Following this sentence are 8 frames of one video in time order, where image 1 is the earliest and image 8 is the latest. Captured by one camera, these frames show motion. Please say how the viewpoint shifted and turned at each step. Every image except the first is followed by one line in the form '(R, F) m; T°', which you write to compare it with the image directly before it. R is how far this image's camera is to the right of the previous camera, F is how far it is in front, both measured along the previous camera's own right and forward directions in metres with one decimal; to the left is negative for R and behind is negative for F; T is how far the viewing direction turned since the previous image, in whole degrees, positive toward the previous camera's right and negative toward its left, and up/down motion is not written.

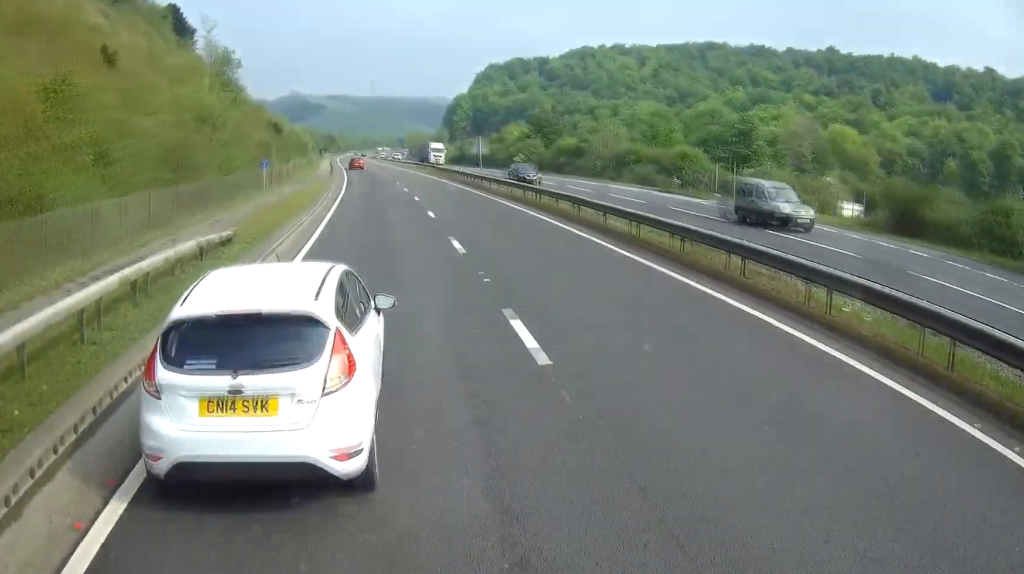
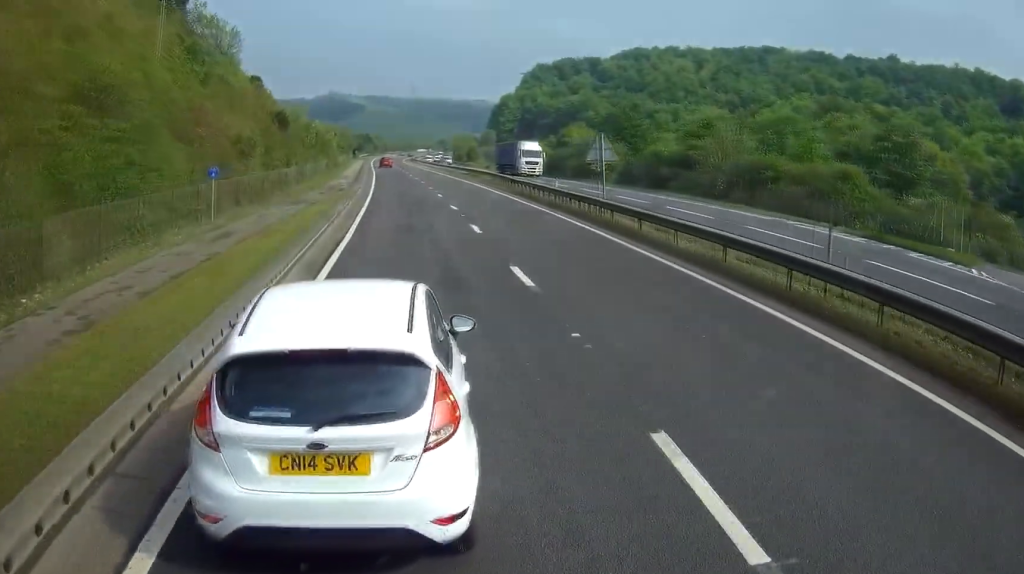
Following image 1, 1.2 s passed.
(-0.5, +21.7) m; -2°
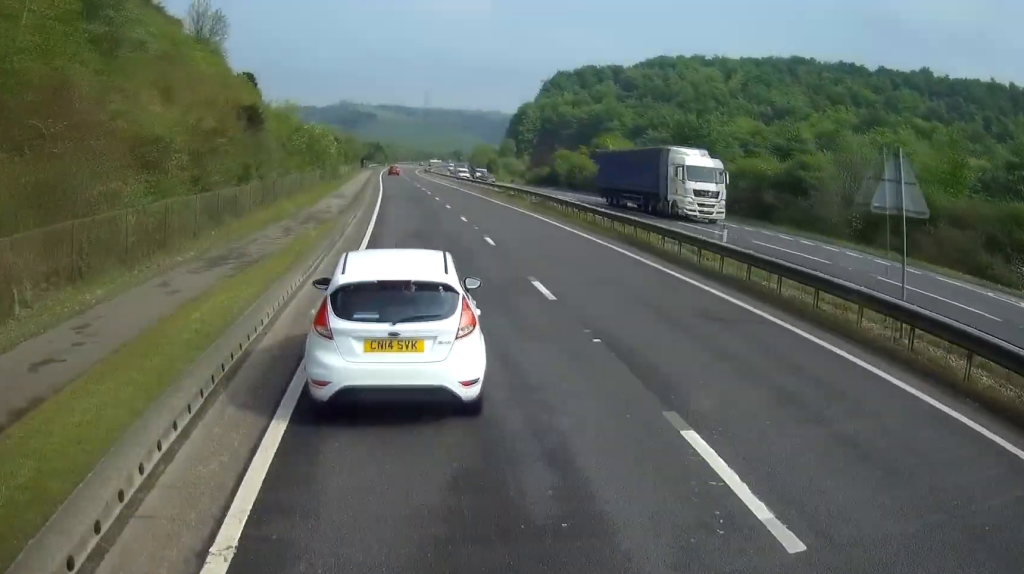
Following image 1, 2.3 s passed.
(0.0, +17.3) m; +1°
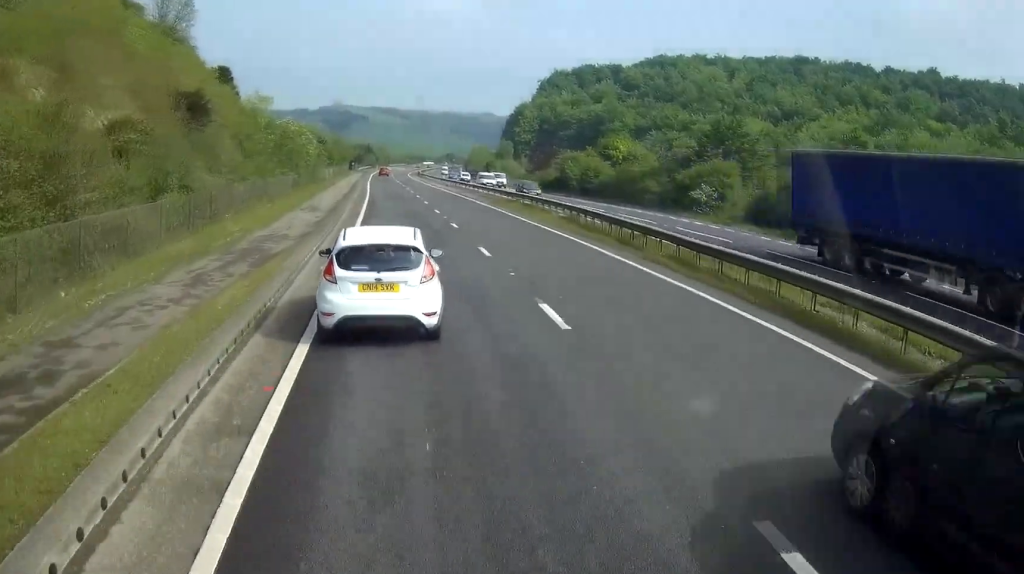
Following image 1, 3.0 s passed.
(+0.1, +10.9) m; 0°
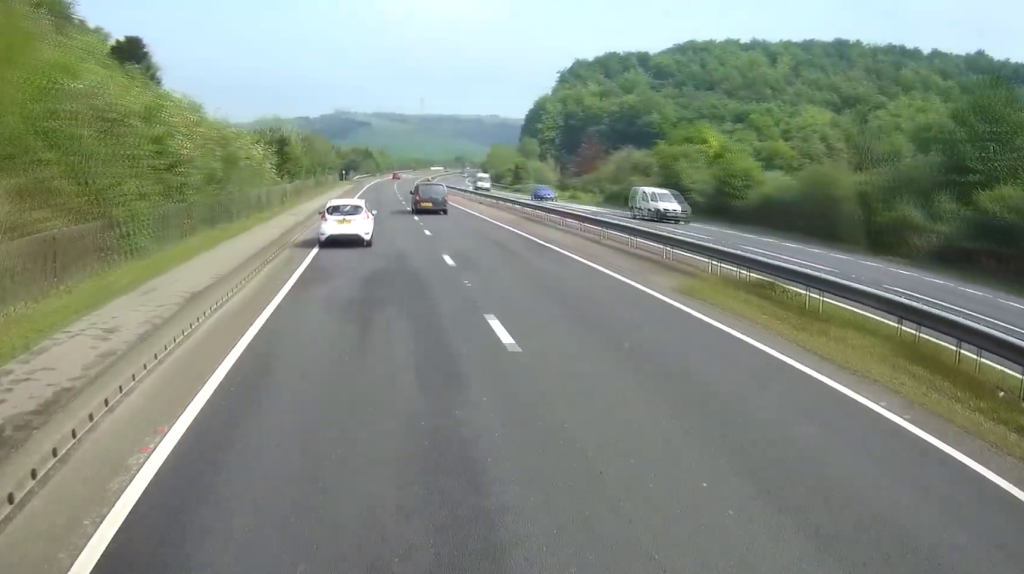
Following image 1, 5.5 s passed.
(-0.5, +36.5) m; -3°
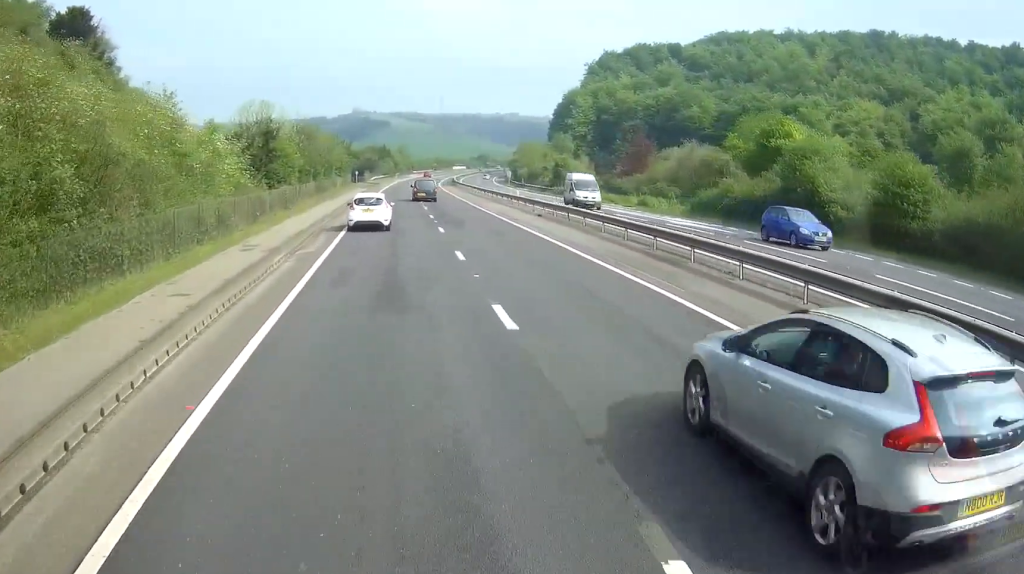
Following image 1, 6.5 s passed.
(-0.2, +16.9) m; -1°
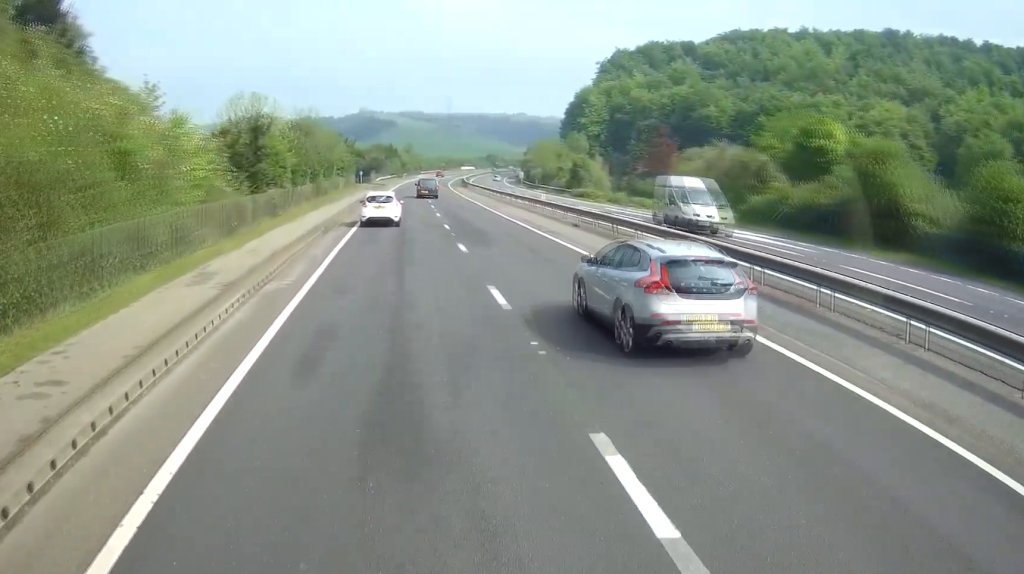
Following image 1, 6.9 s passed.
(0.0, +7.0) m; 0°
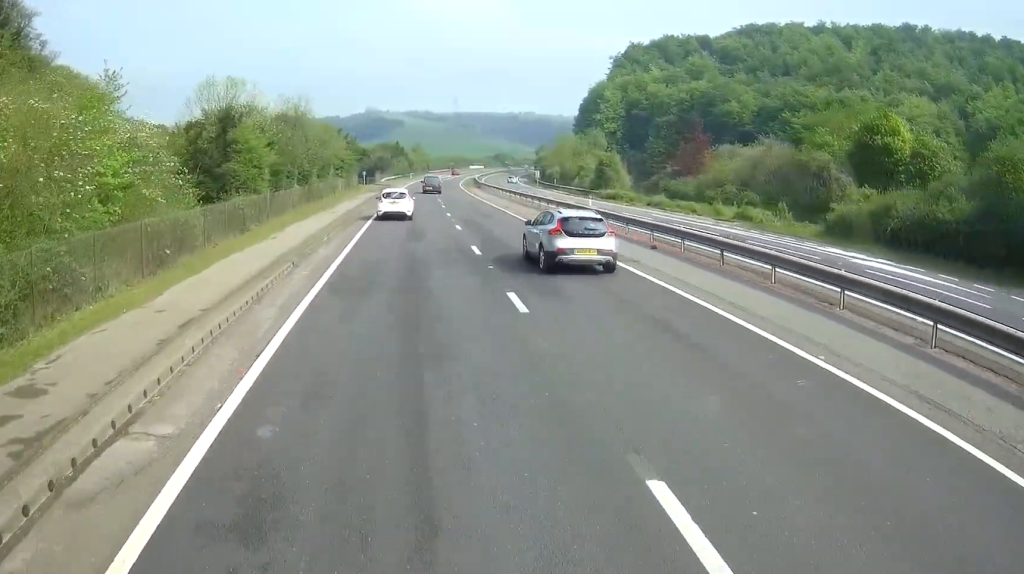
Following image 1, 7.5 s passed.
(0.0, +10.0) m; 0°
